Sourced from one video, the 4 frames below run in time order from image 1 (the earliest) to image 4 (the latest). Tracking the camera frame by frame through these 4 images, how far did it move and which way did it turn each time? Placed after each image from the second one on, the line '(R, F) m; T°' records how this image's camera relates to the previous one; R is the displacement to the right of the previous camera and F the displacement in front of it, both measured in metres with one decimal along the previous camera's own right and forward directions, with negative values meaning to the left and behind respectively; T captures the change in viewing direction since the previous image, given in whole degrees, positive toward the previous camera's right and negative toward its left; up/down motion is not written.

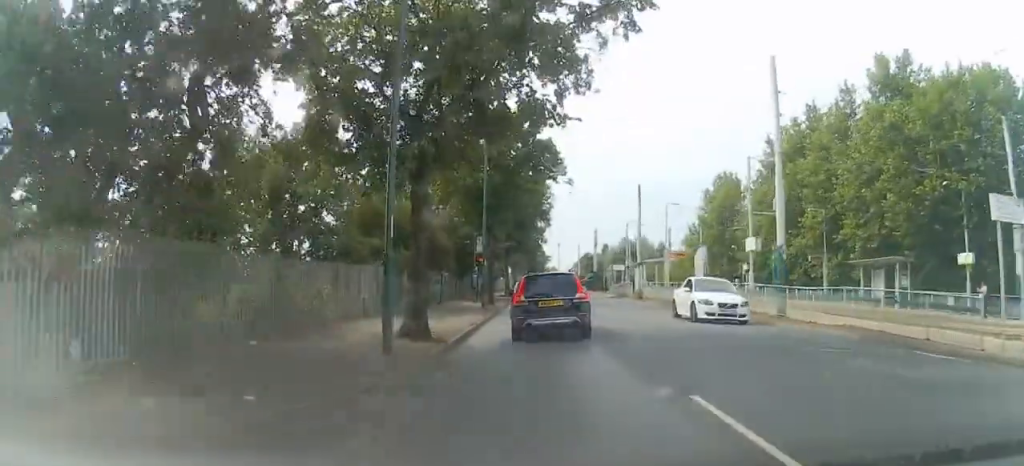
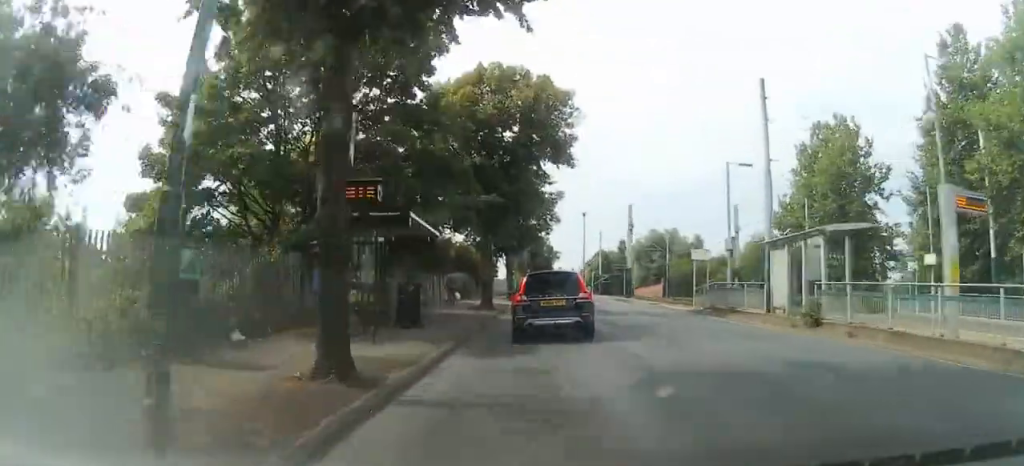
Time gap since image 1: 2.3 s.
(+0.6, +30.3) m; +1°
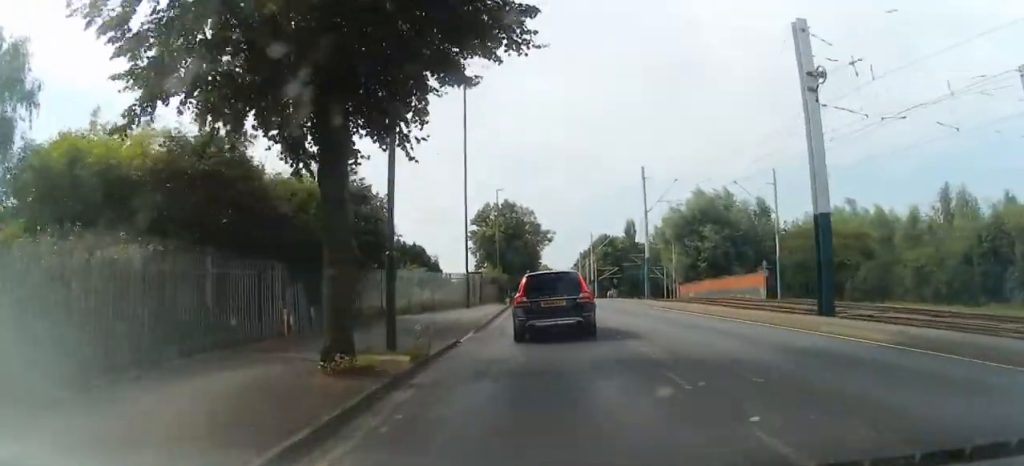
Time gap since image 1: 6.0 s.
(-0.8, +42.9) m; +2°
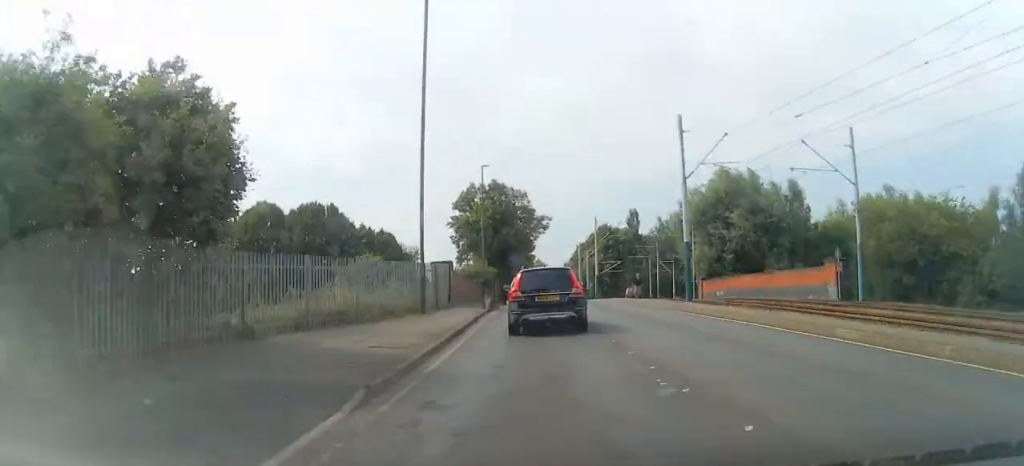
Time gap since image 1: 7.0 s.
(-0.4, +11.8) m; 0°
